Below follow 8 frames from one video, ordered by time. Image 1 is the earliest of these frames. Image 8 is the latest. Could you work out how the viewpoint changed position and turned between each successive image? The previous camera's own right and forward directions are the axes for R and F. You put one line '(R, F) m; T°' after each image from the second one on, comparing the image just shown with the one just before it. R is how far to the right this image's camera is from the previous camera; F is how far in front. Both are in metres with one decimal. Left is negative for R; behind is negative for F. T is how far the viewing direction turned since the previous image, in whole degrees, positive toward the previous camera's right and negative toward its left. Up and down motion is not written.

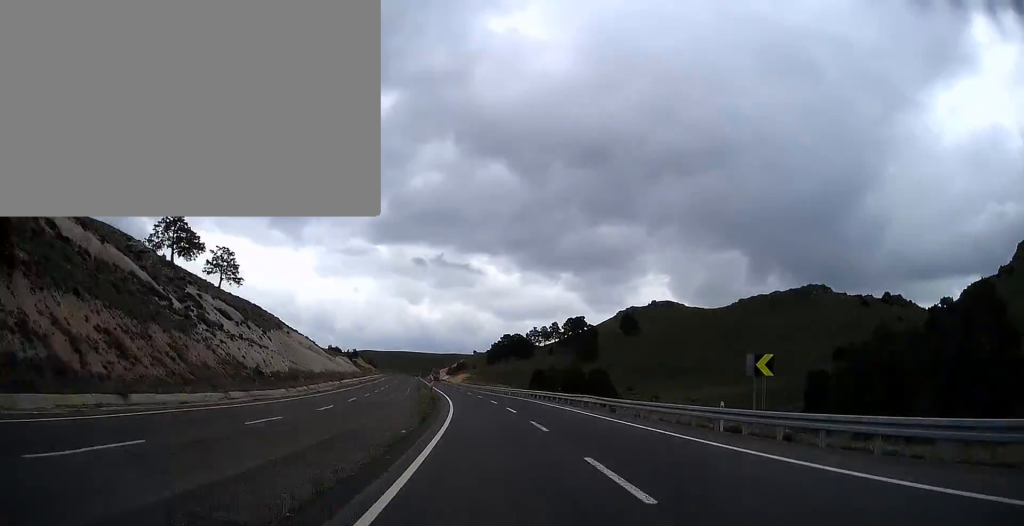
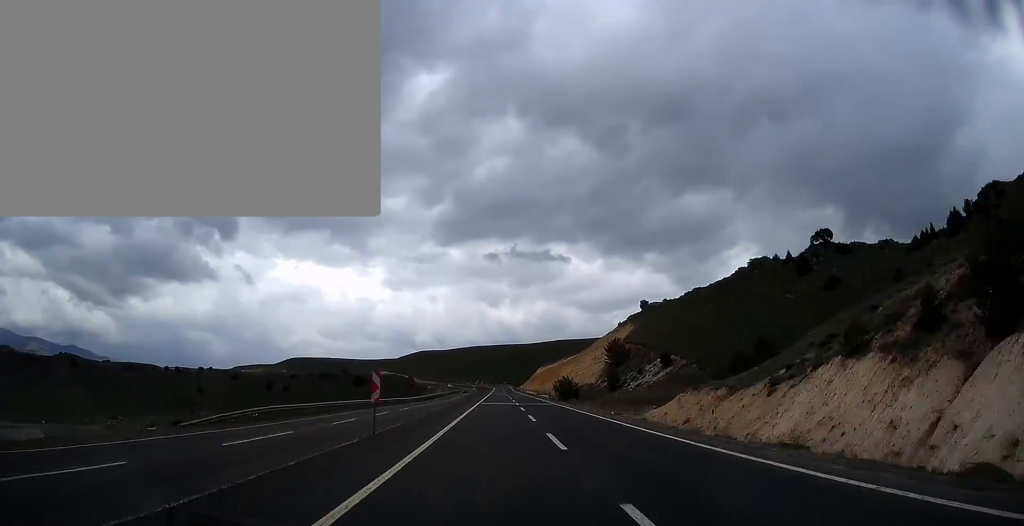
(-16.8, +317.4) m; -3°
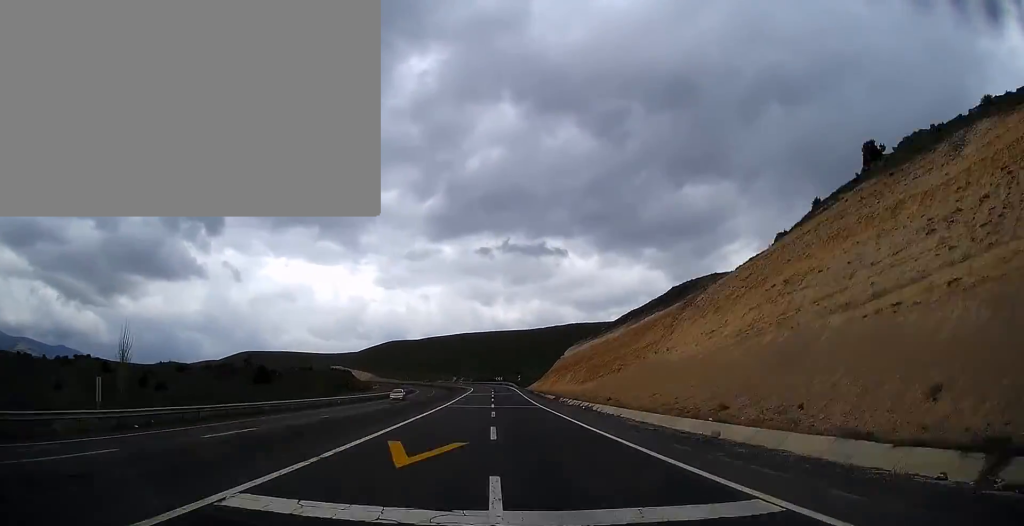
(+1.2, +141.9) m; -4°
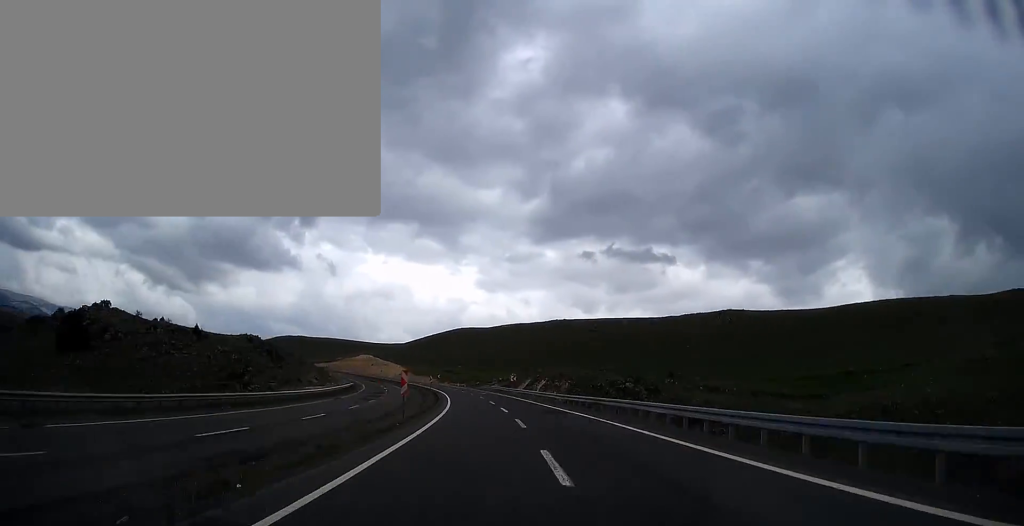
(-11.0, +142.0) m; -12°
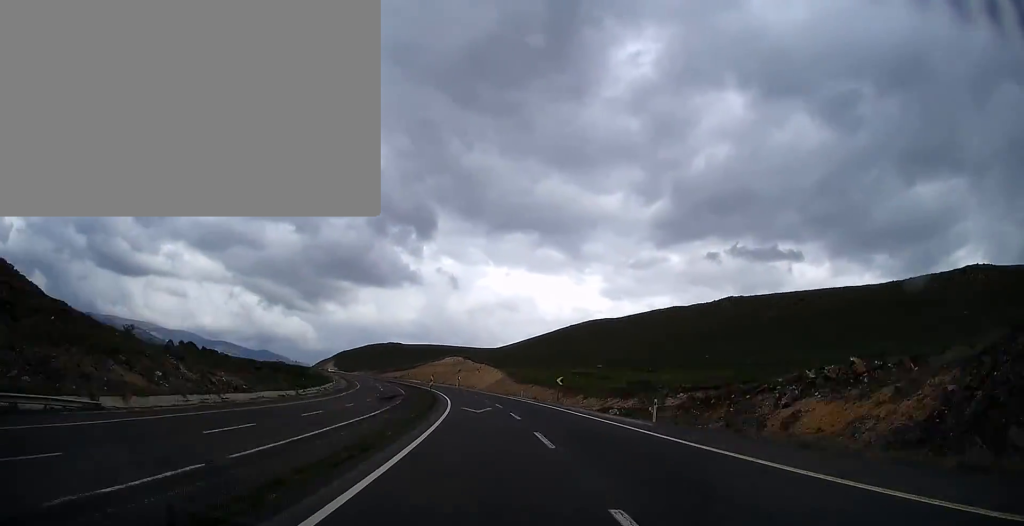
(-11.9, +96.4) m; -10°
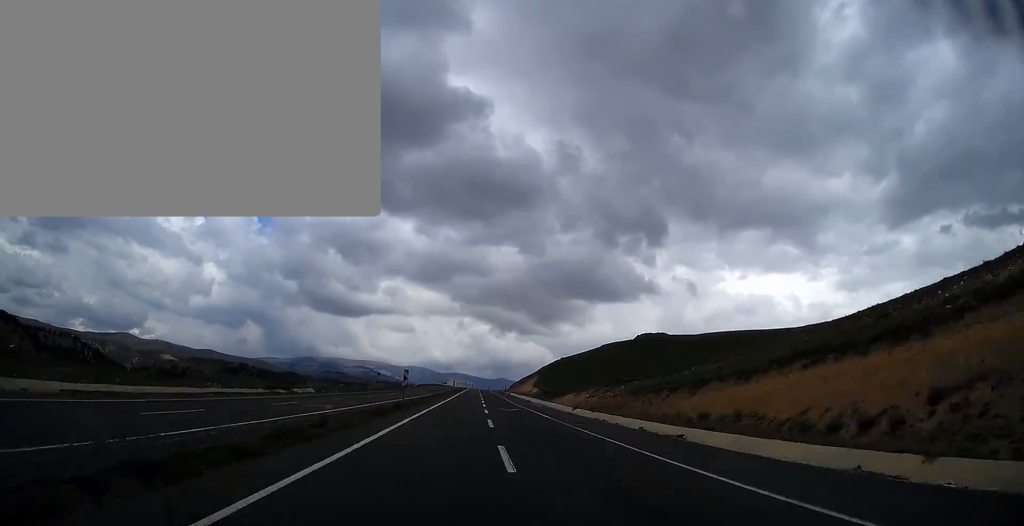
(-36.2, +196.5) m; -15°
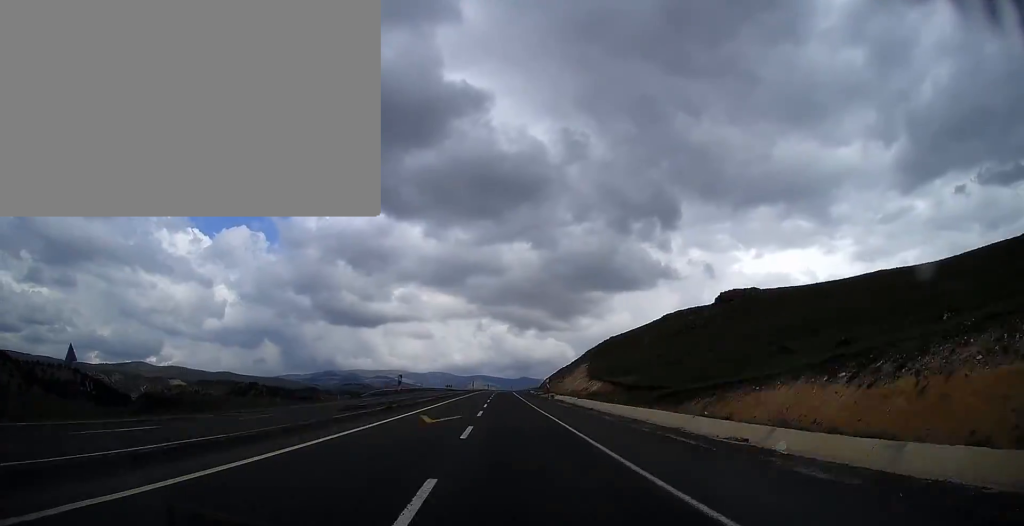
(-3.2, +75.5) m; -2°
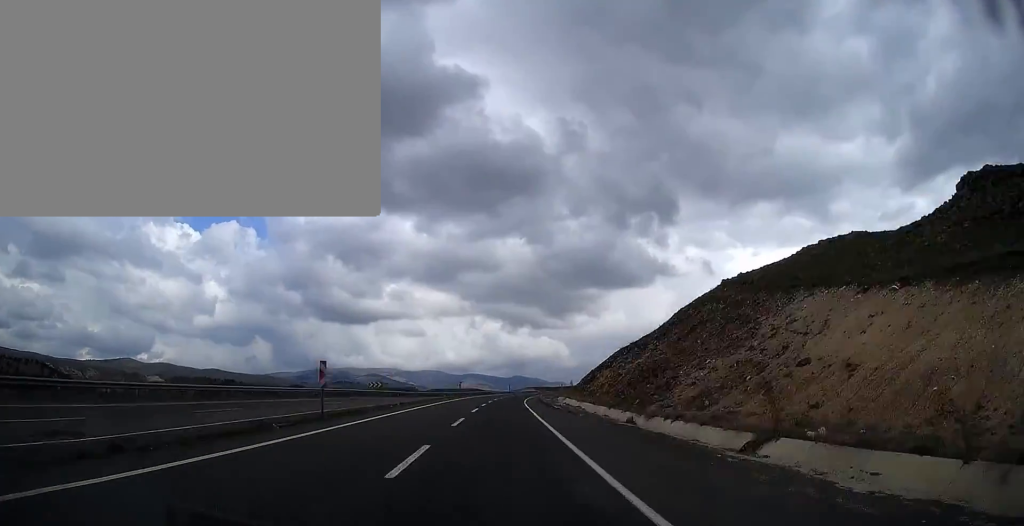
(-0.6, +102.1) m; +3°
